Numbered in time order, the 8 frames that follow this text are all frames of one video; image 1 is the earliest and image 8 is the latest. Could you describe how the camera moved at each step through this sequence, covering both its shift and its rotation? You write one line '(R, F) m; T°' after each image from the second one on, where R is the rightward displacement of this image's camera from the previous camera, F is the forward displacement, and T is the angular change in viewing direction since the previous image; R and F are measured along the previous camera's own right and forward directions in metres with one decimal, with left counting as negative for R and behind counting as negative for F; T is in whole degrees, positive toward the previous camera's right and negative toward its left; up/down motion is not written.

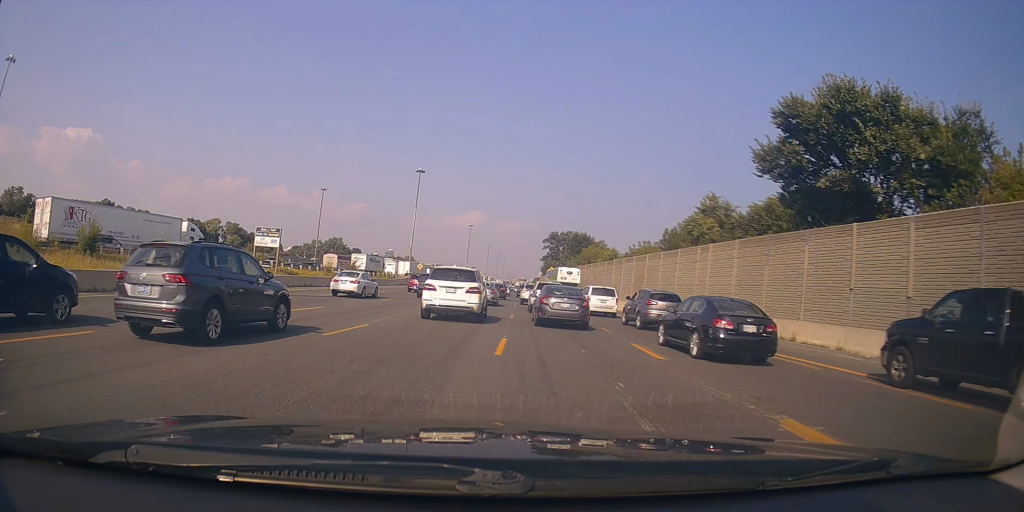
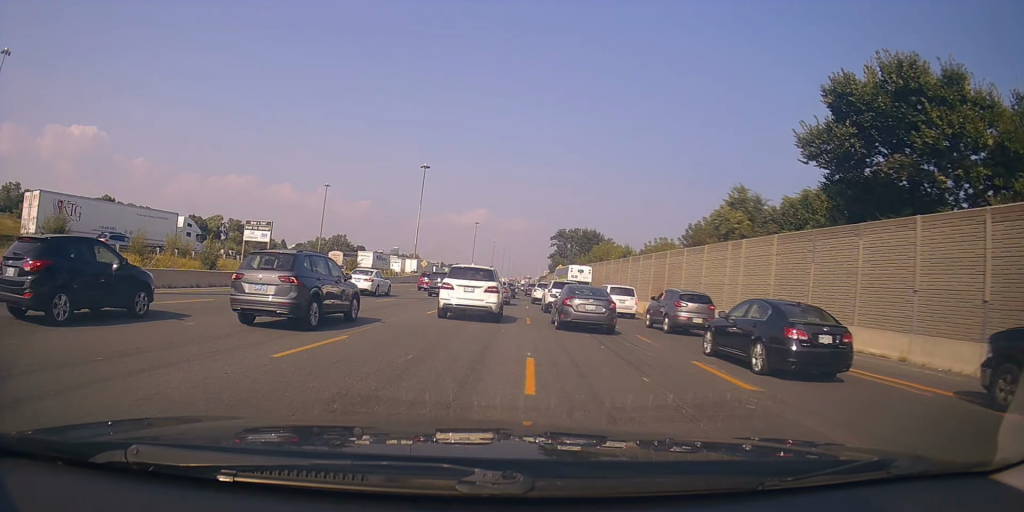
(-0.2, +3.4) m; 0°
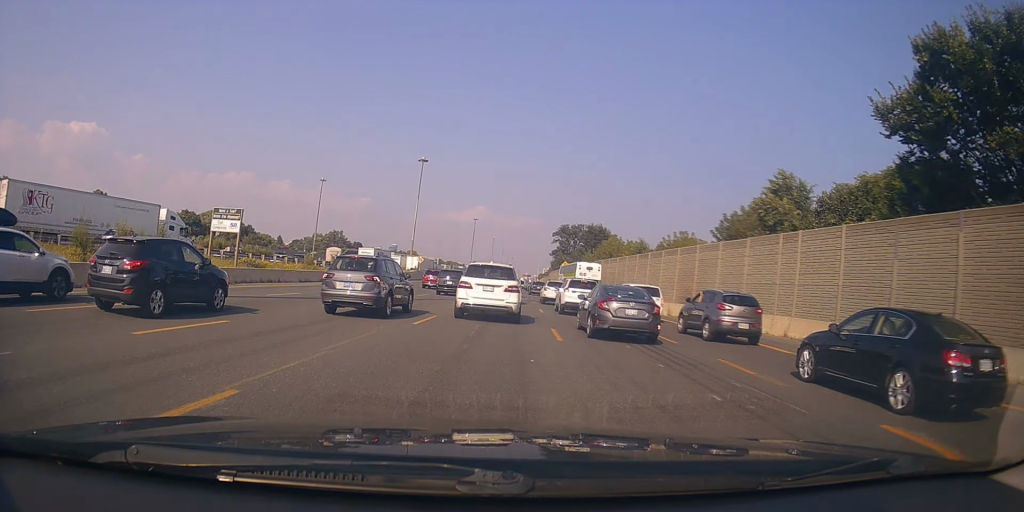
(-0.2, +5.5) m; +1°
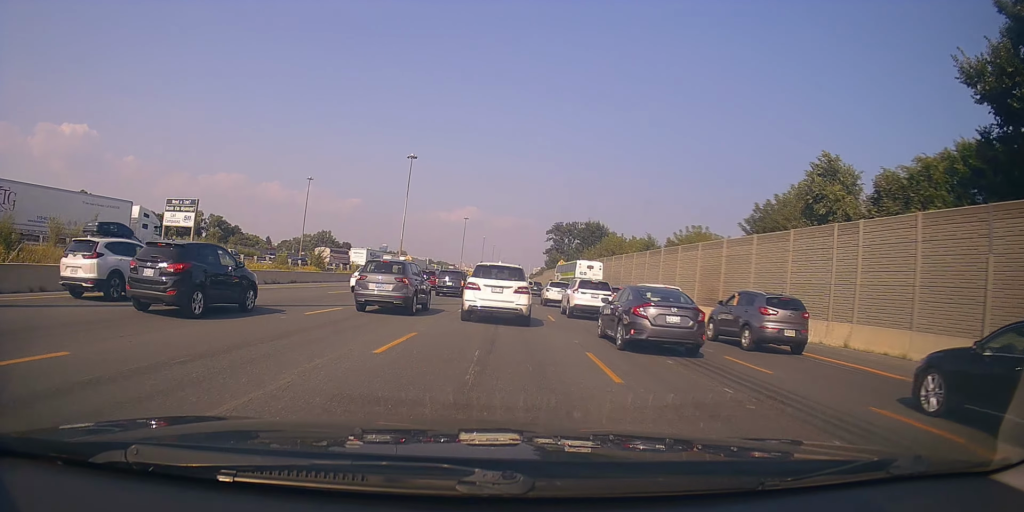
(+0.4, +5.1) m; +1°
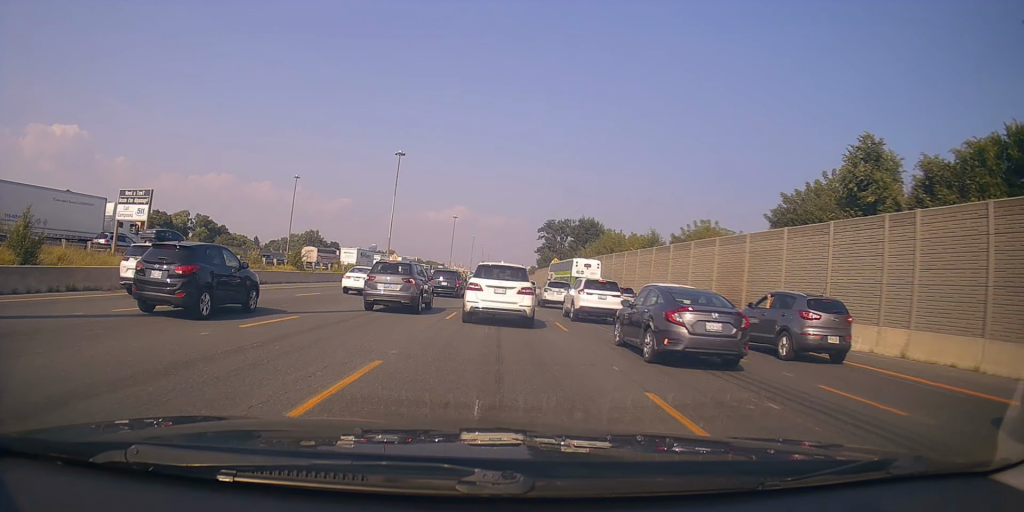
(-0.2, +4.0) m; -2°
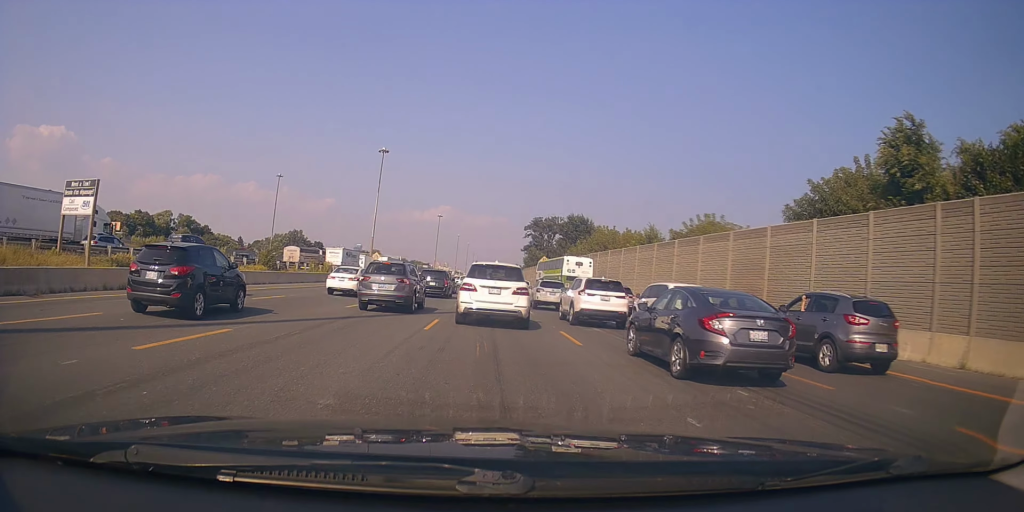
(0.0, +3.6) m; -1°
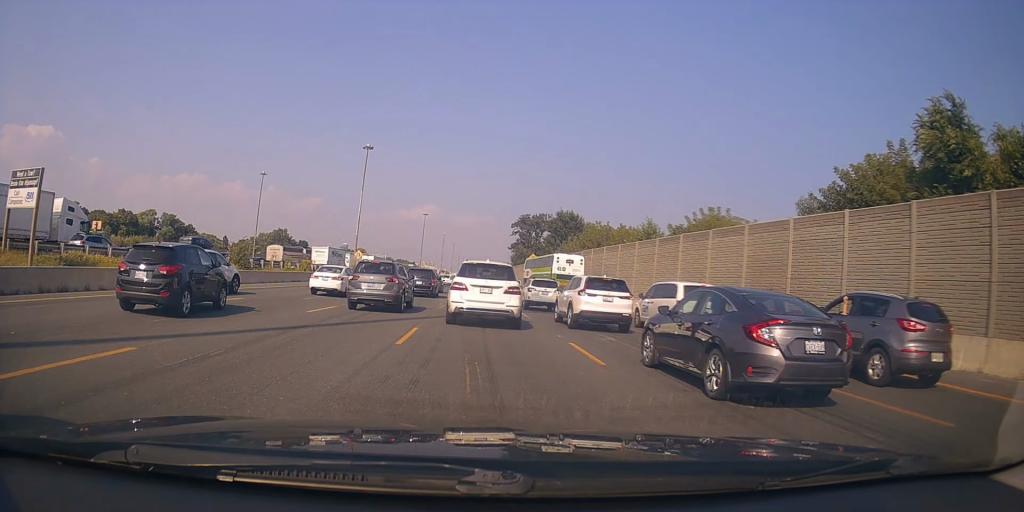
(0.0, +3.2) m; 0°
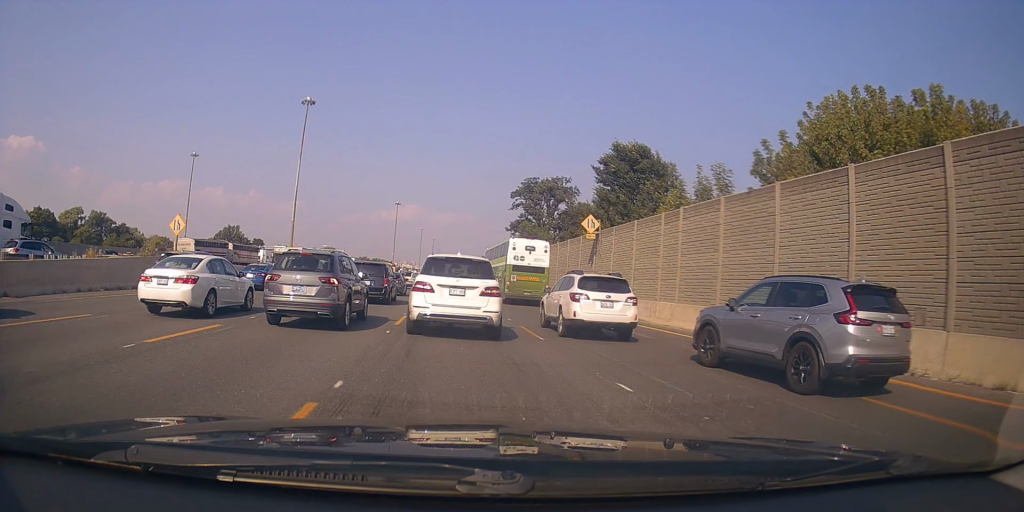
(0.0, +1.0) m; 0°
